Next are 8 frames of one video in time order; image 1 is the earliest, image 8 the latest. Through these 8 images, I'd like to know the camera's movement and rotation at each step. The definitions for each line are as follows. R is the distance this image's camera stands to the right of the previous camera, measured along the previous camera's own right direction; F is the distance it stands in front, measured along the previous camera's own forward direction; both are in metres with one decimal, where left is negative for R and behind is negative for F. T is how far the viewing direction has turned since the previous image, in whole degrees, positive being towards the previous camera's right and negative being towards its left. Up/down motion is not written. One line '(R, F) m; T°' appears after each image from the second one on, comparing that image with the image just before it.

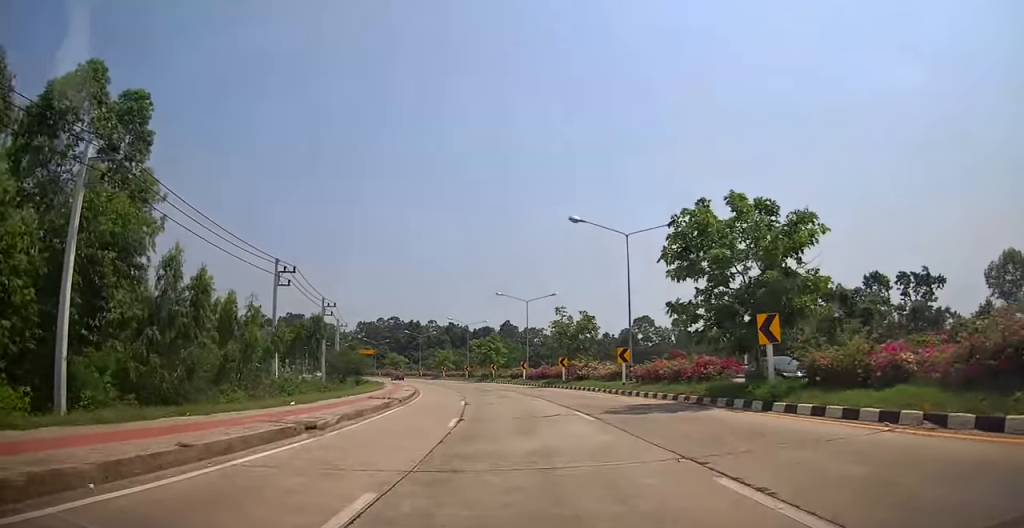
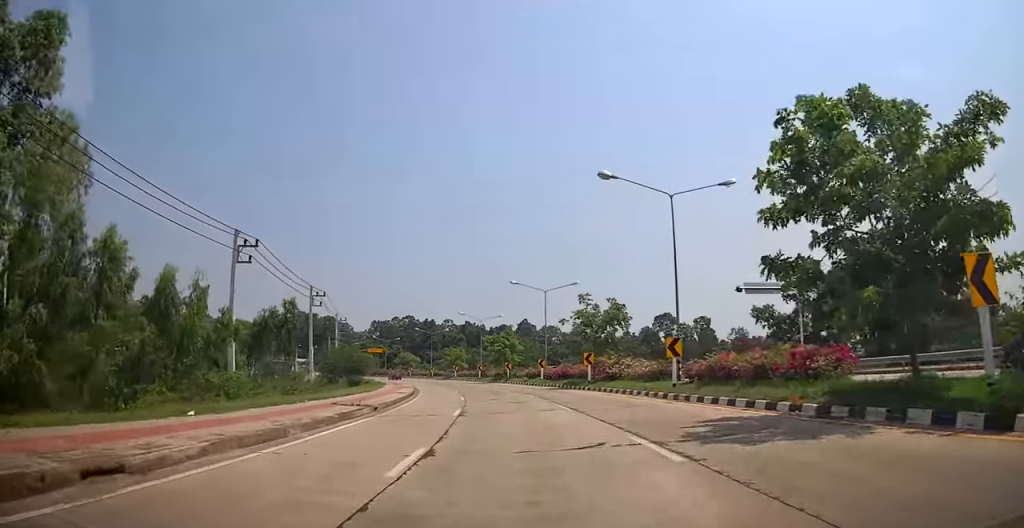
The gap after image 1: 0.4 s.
(0.0, +7.2) m; 0°
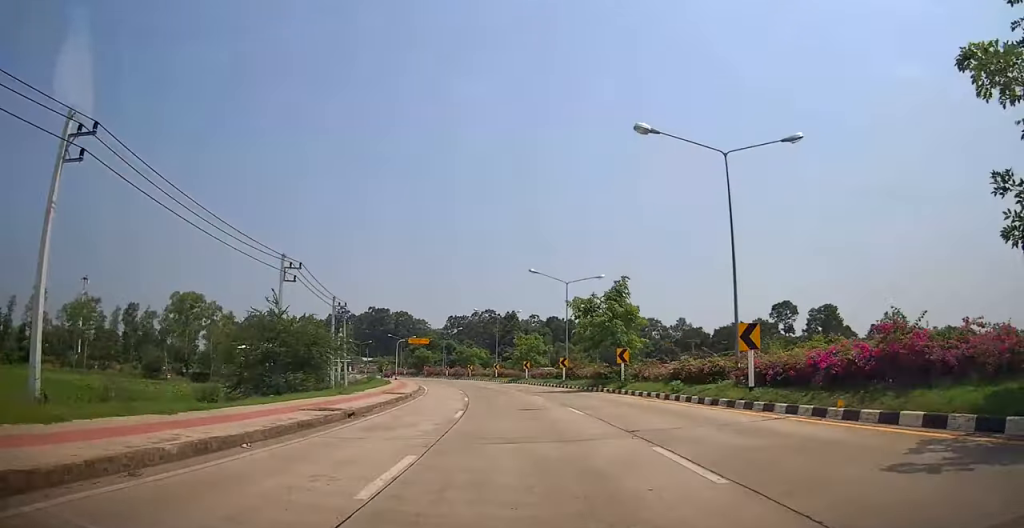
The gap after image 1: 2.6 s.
(-1.8, +34.6) m; -10°
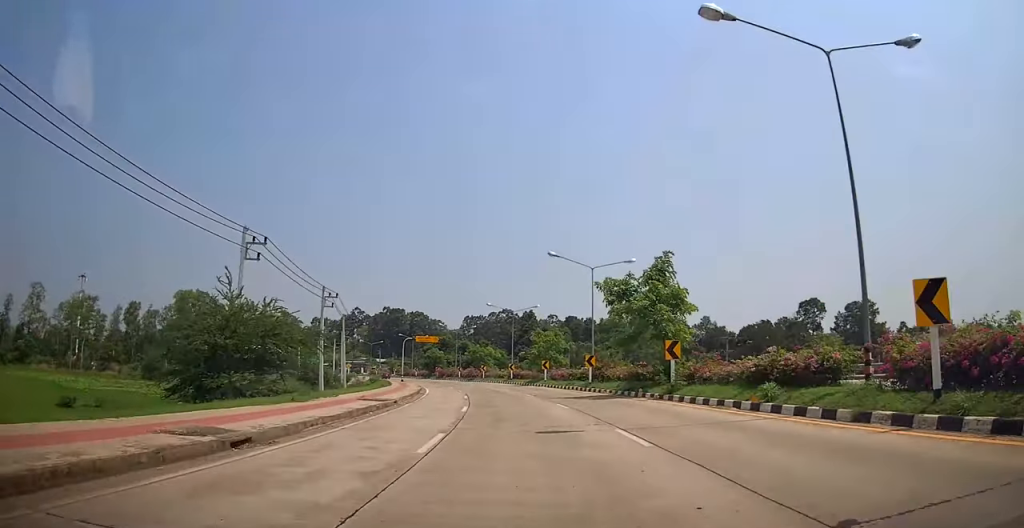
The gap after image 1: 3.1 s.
(-0.4, +7.3) m; -2°
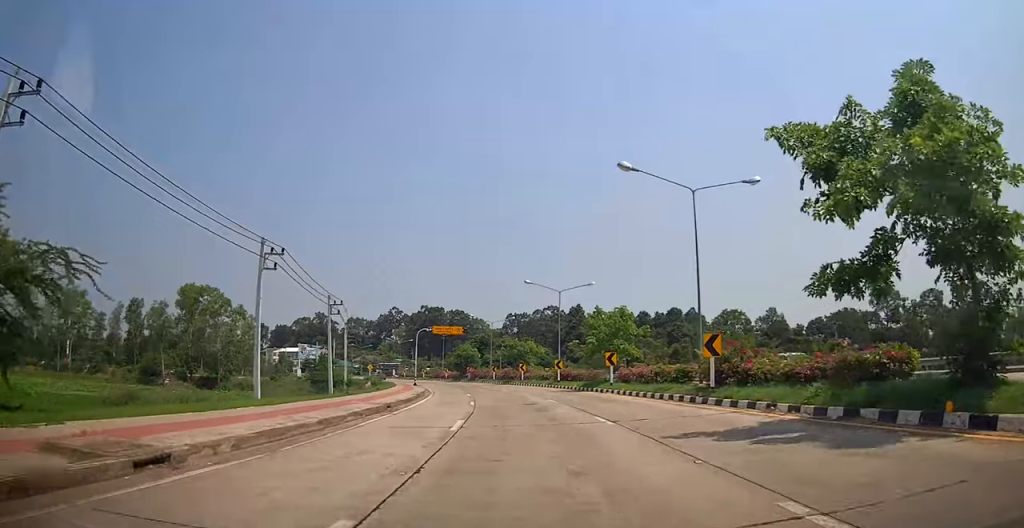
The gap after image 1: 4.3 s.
(-0.7, +18.1) m; -3°
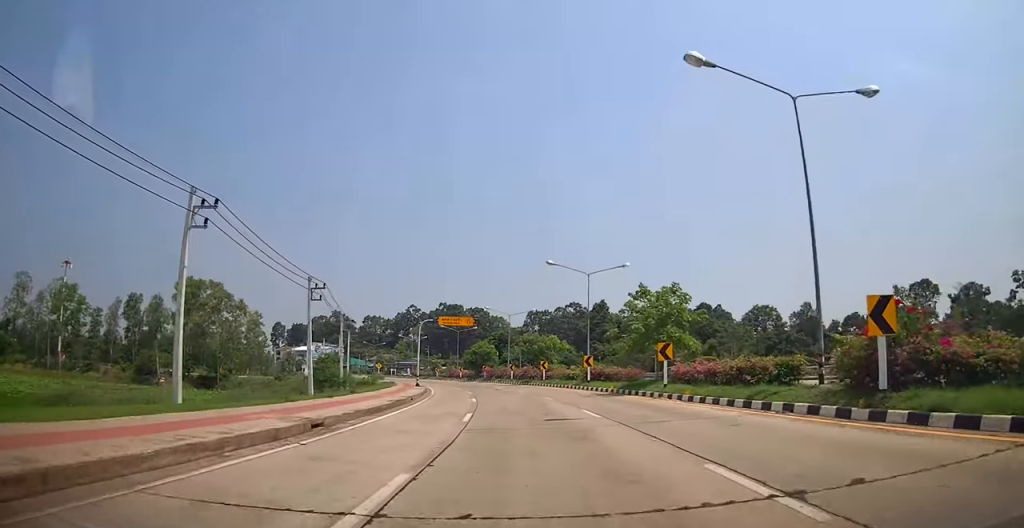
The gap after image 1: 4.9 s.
(0.0, +9.0) m; -2°
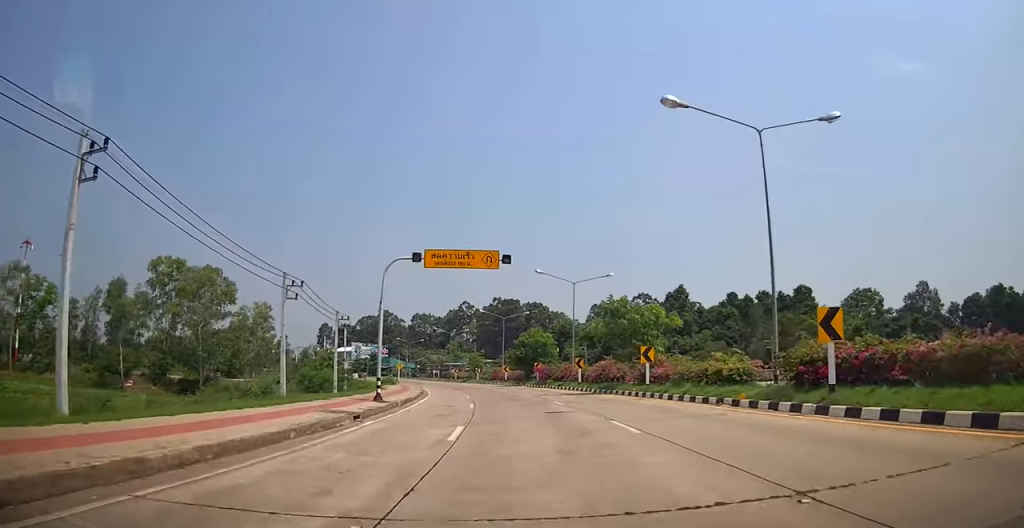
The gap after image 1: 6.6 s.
(-3.0, +26.8) m; -15°
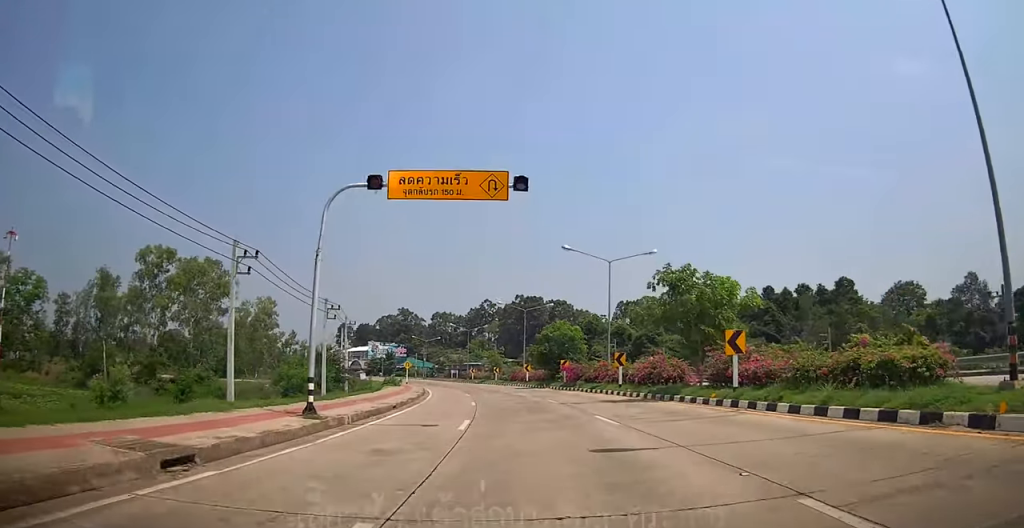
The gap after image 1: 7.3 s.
(-0.6, +9.3) m; 0°
